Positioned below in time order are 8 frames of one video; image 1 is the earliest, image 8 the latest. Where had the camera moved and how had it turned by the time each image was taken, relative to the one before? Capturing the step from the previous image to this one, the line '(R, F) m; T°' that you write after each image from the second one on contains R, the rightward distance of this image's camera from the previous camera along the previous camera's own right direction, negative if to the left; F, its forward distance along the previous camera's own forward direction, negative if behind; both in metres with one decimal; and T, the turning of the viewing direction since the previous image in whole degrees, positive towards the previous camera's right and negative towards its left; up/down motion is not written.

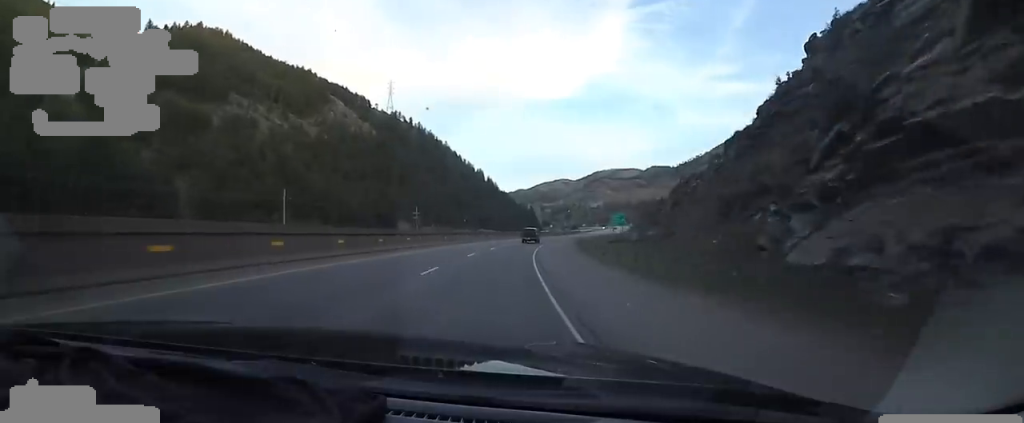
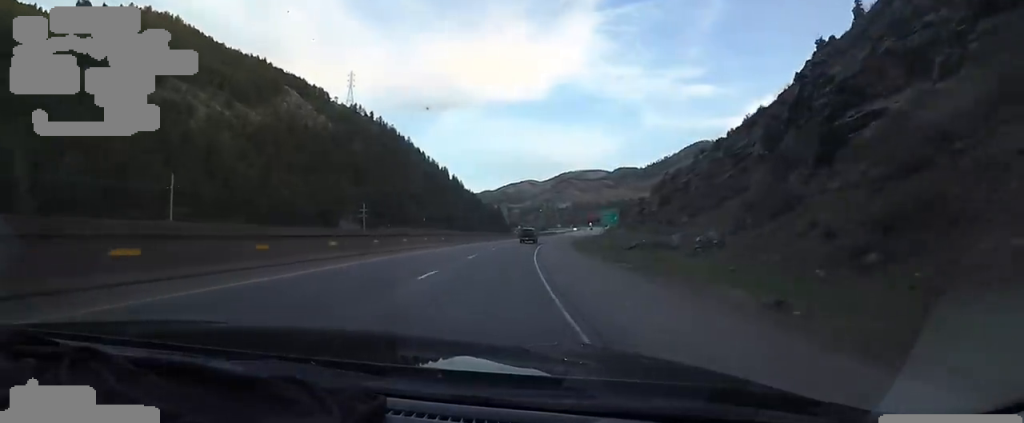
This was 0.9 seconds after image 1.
(+0.7, +25.6) m; +3°
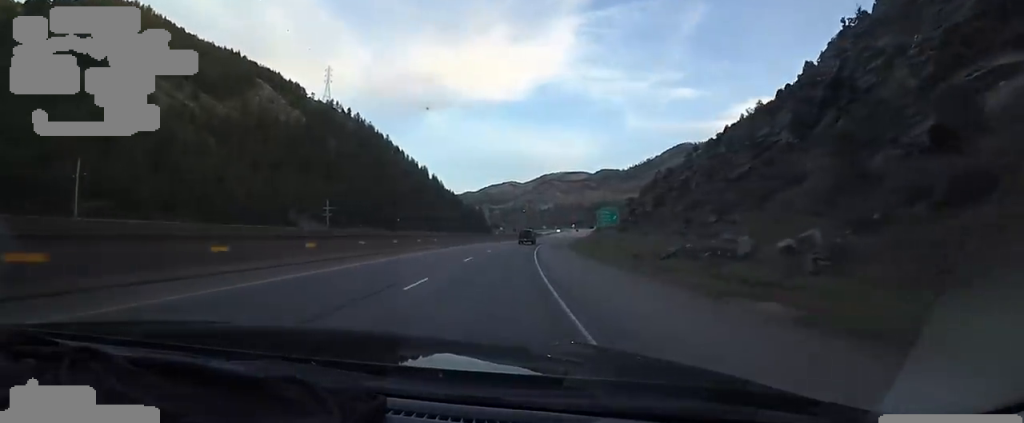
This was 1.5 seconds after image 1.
(+0.1, +14.7) m; +2°
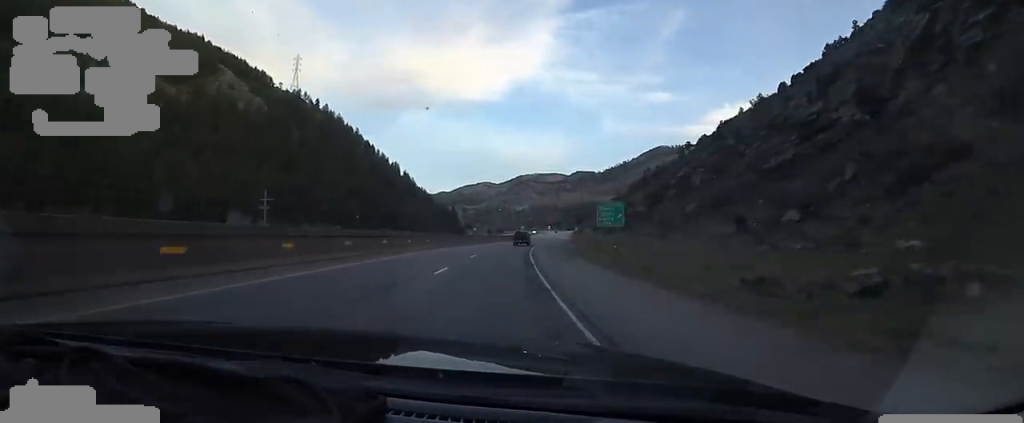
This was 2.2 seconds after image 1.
(+0.2, +20.3) m; +4°
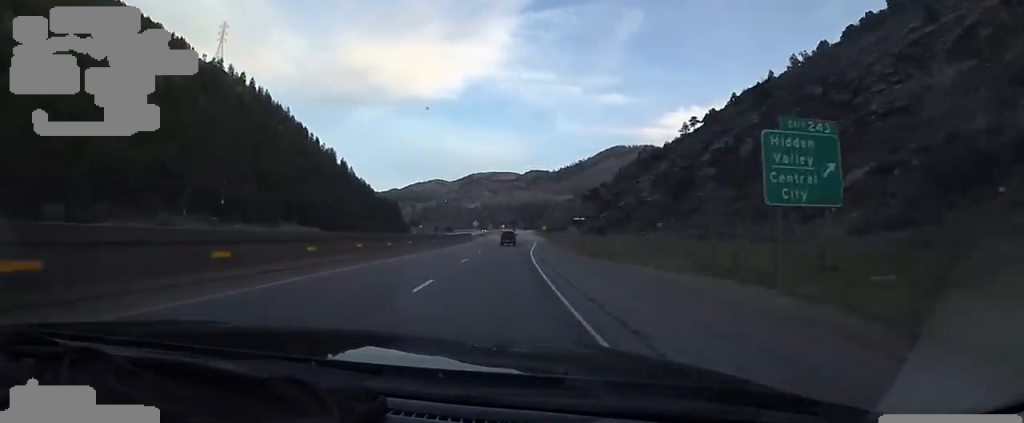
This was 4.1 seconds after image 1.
(+1.4, +52.9) m; +2°
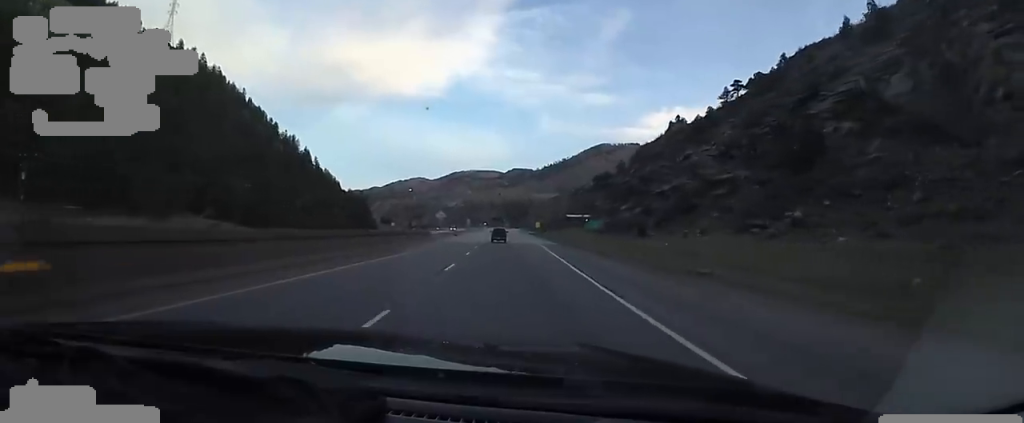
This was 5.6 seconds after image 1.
(+2.6, +43.6) m; +5°
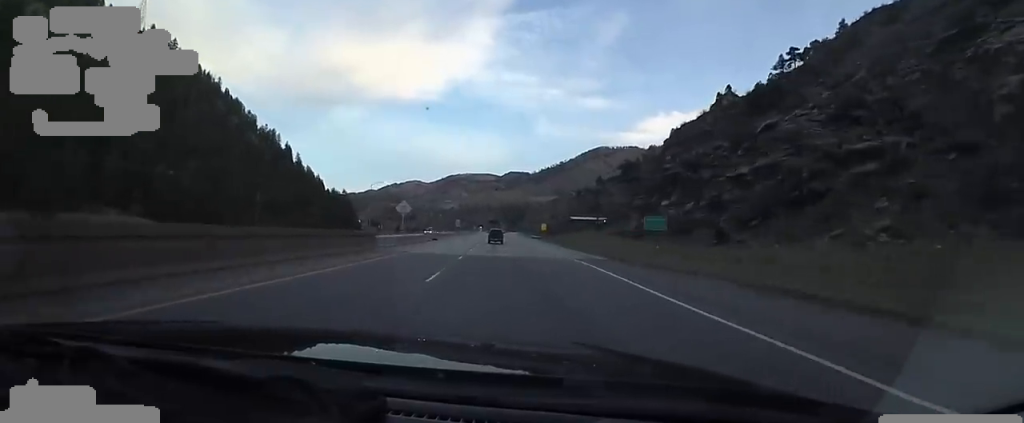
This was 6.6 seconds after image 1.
(+0.3, +28.1) m; 0°
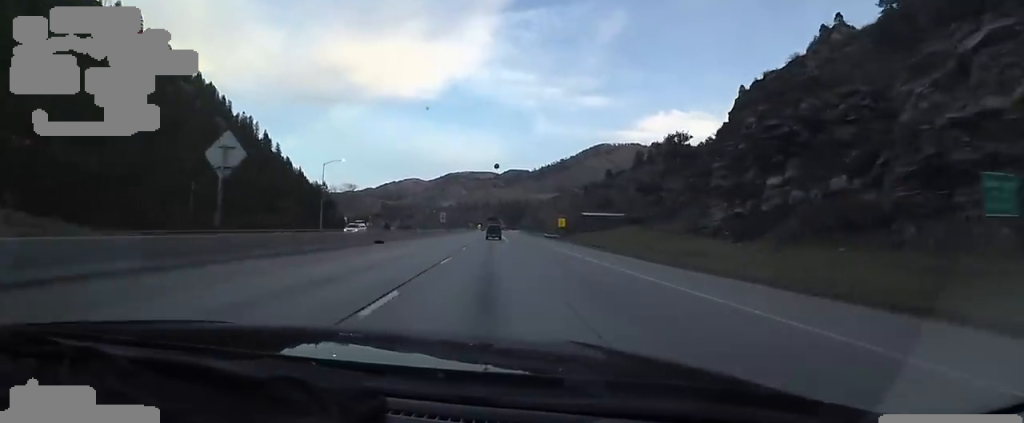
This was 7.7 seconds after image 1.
(-0.2, +32.3) m; +1°
